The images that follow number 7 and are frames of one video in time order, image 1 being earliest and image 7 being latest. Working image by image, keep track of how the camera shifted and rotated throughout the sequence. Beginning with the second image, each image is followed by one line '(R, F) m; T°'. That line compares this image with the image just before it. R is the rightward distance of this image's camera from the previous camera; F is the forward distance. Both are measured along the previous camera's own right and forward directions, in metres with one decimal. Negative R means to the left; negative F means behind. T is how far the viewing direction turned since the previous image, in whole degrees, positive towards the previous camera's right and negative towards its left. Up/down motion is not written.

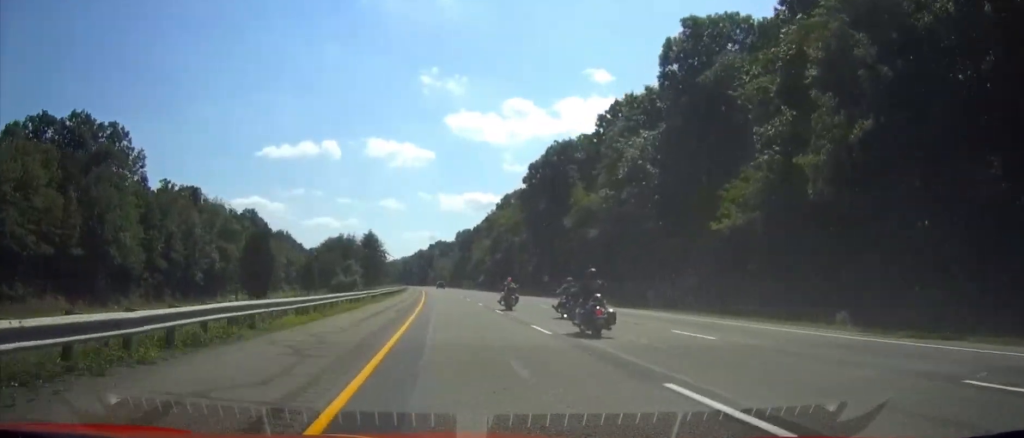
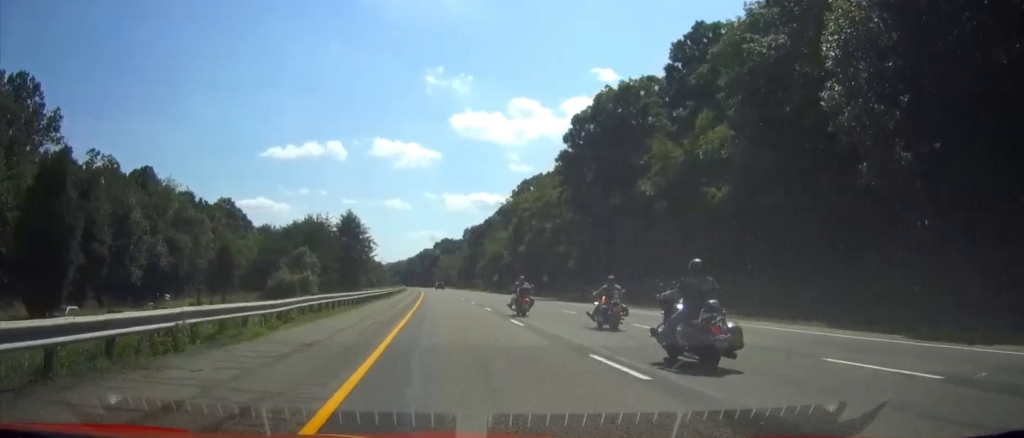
(-0.1, +33.0) m; -1°
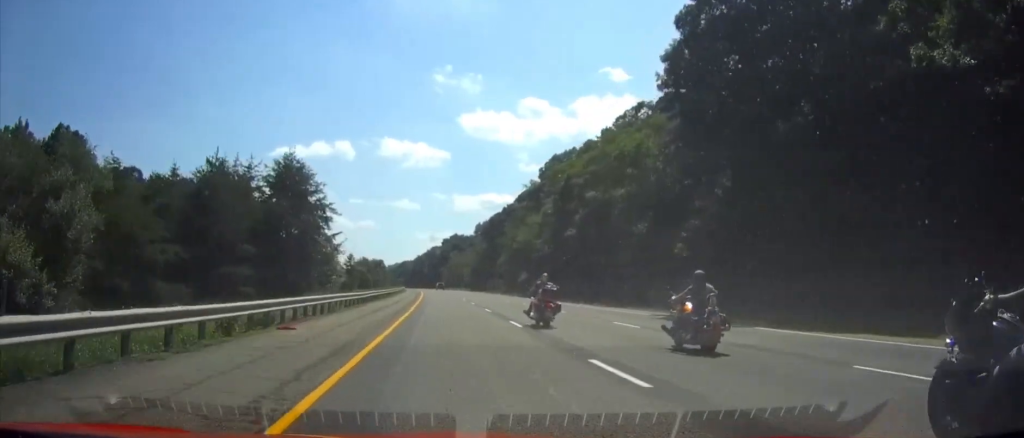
(-0.3, +37.8) m; -1°
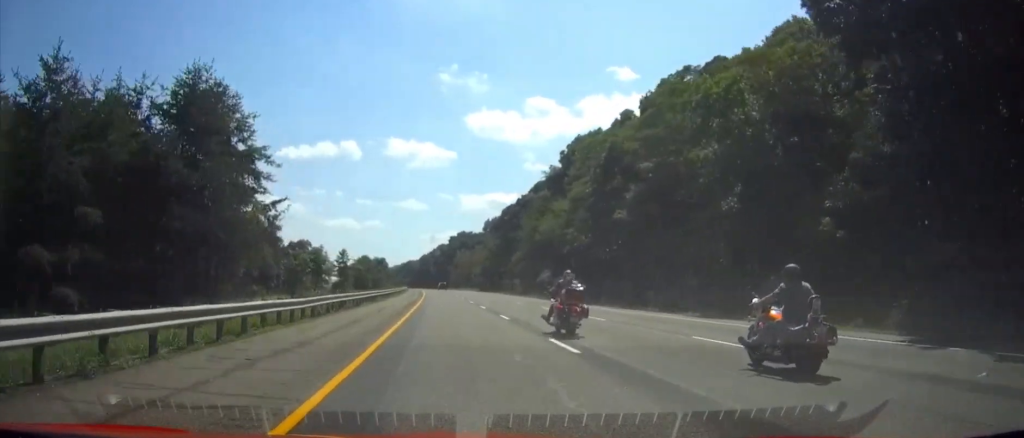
(-0.1, +20.0) m; 0°
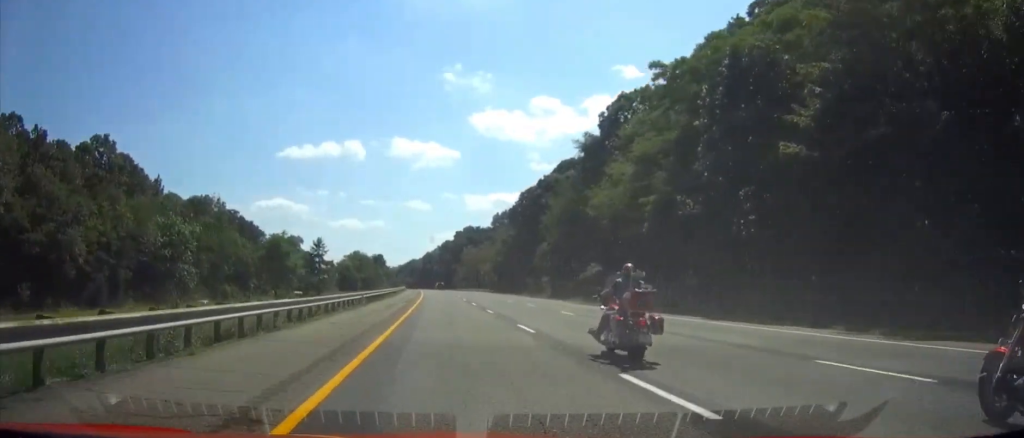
(-0.1, +30.7) m; 0°
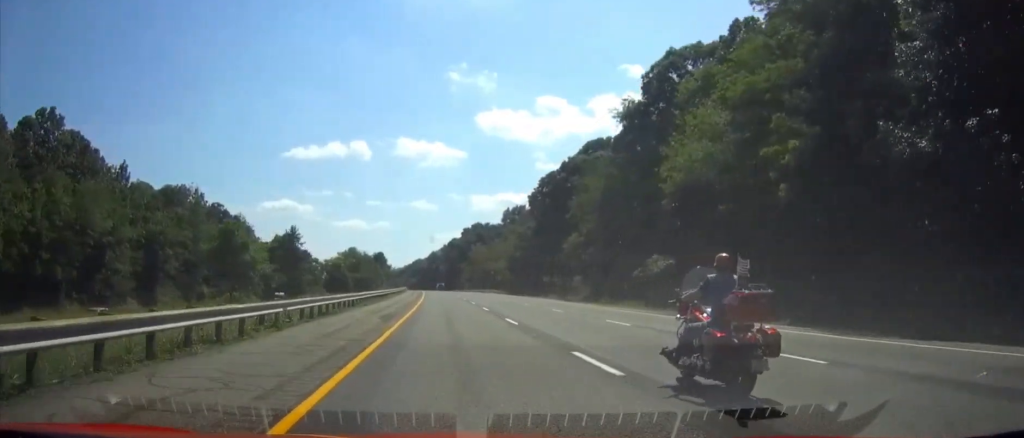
(-0.1, +21.2) m; 0°
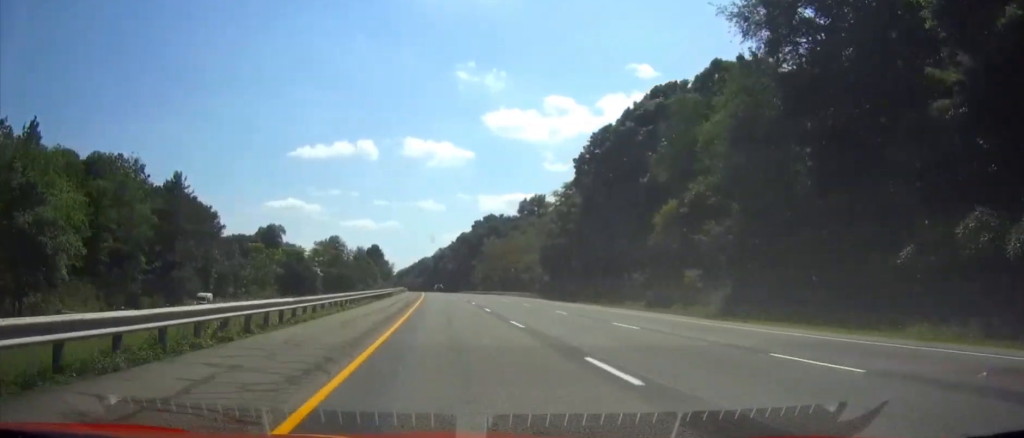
(-0.3, +37.6) m; -1°
